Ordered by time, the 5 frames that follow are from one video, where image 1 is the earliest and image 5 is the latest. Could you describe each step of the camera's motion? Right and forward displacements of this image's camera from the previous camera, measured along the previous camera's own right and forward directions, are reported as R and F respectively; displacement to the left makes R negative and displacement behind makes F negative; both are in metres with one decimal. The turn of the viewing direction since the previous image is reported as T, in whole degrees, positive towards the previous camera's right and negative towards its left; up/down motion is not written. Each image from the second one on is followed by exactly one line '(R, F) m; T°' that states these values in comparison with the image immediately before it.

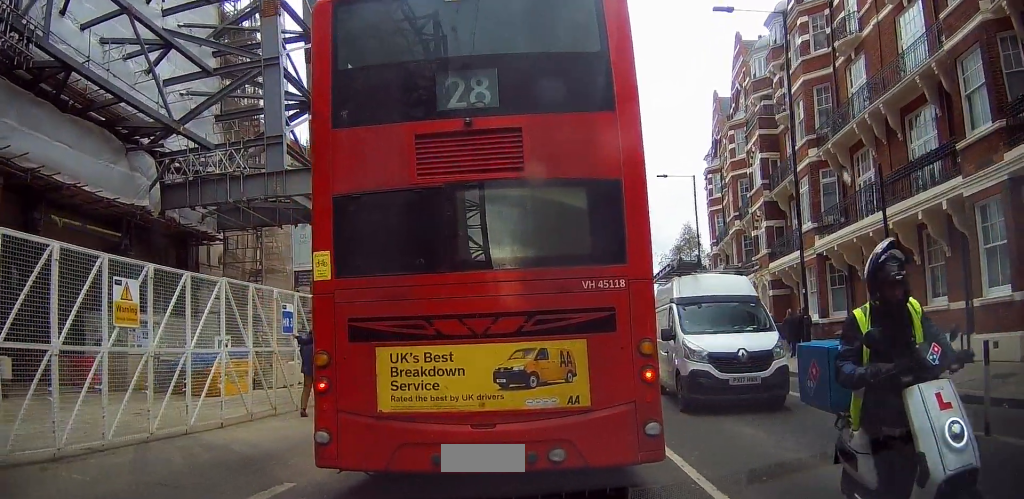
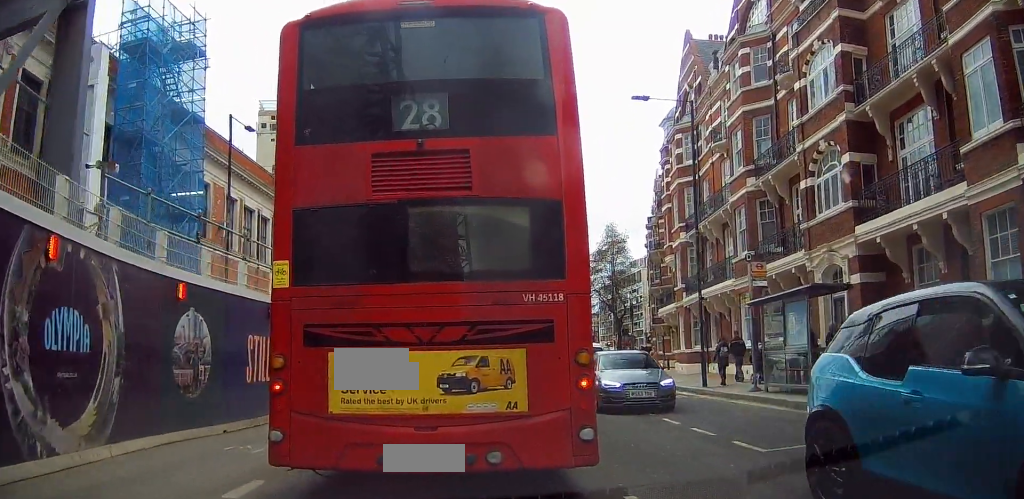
(+0.6, +14.3) m; +9°
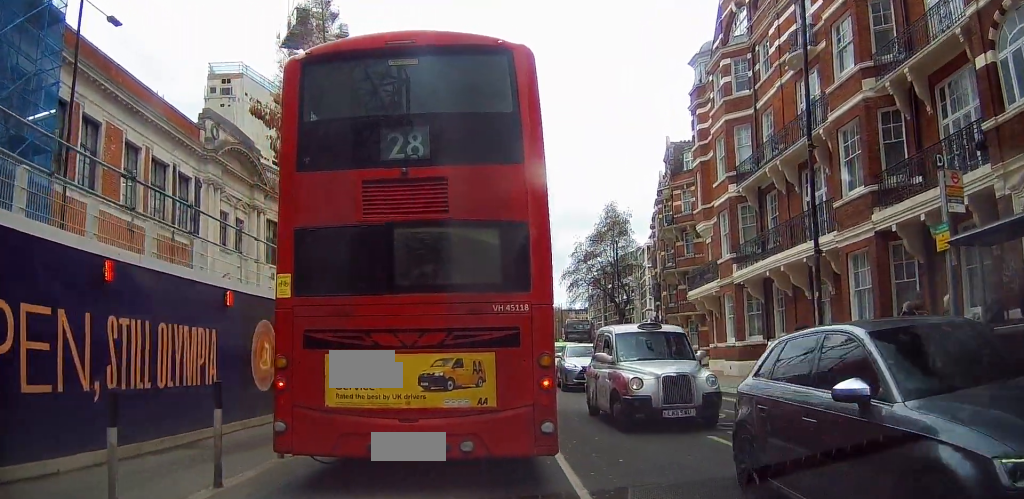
(-0.2, +9.8) m; -3°
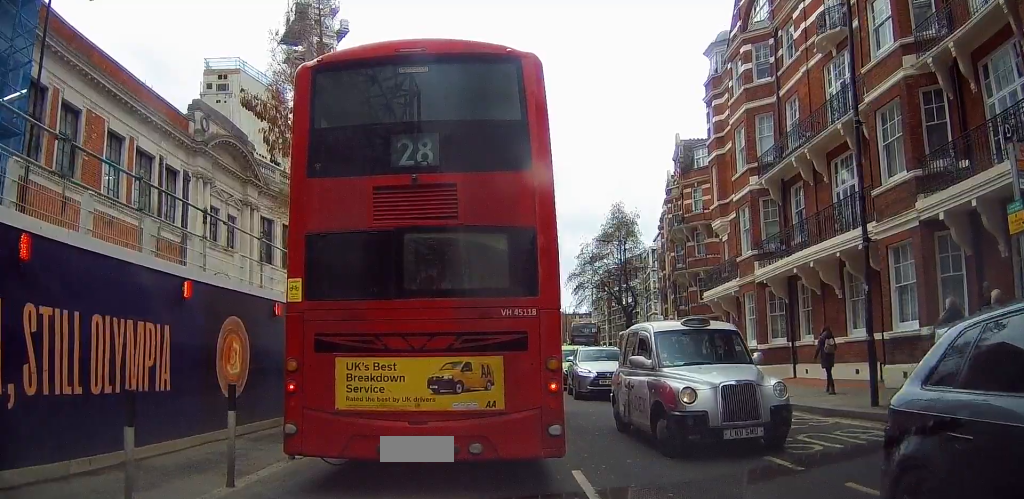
(0.0, +2.0) m; +1°
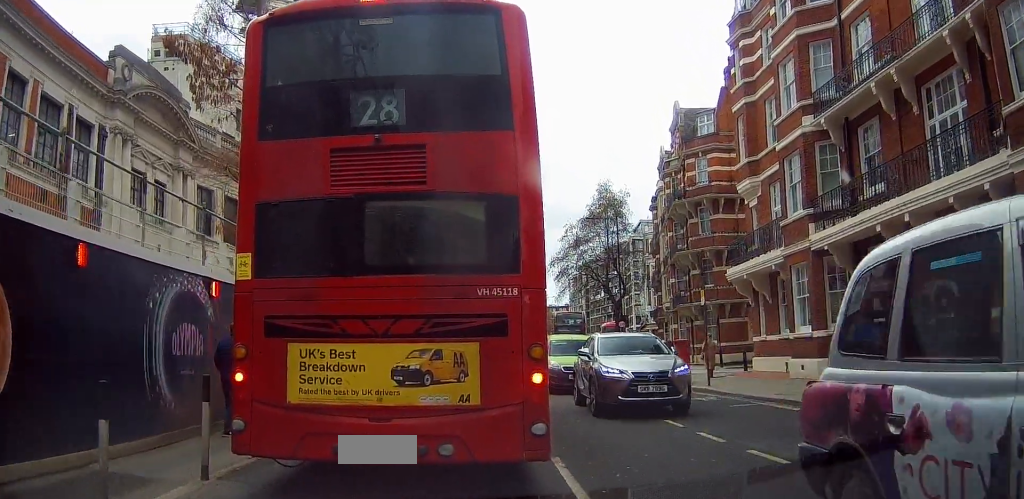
(+0.1, +5.9) m; +1°
